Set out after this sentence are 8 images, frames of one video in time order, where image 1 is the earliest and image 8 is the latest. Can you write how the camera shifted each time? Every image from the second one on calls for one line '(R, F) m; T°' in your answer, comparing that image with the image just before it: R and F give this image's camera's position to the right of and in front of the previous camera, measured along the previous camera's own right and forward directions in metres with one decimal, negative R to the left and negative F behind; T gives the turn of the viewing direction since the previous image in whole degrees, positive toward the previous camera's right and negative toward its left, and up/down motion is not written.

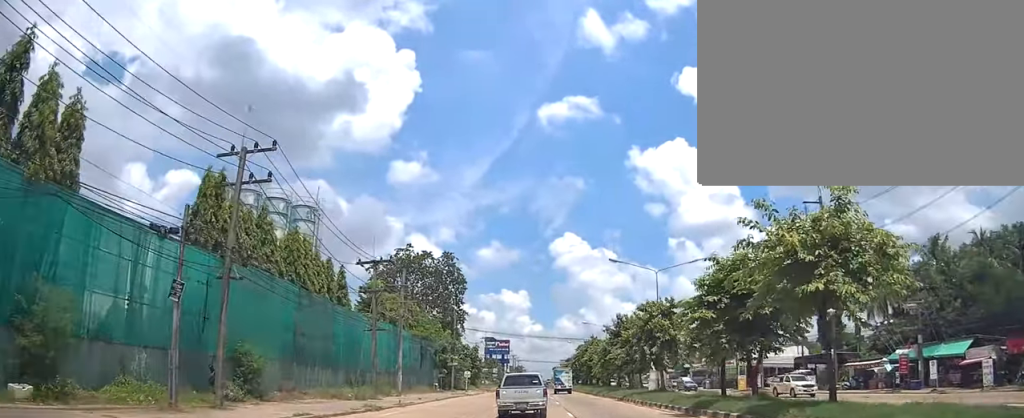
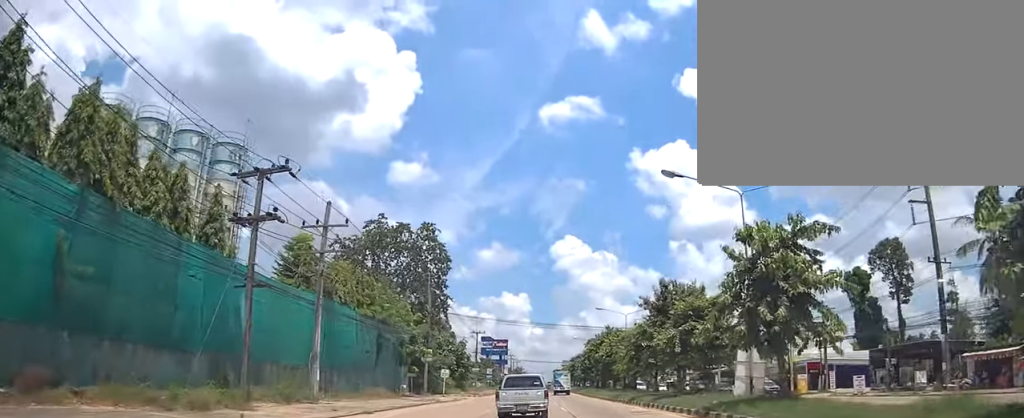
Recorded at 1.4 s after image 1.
(+0.1, +14.4) m; +1°
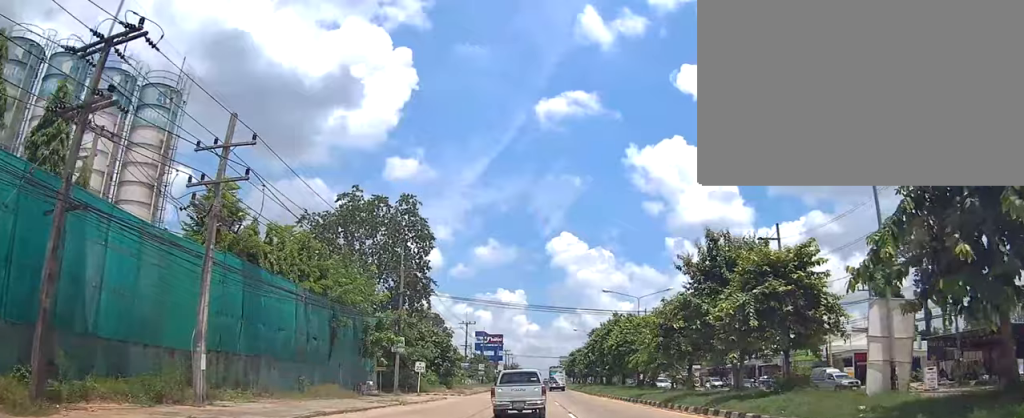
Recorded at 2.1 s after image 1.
(0.0, +9.4) m; 0°
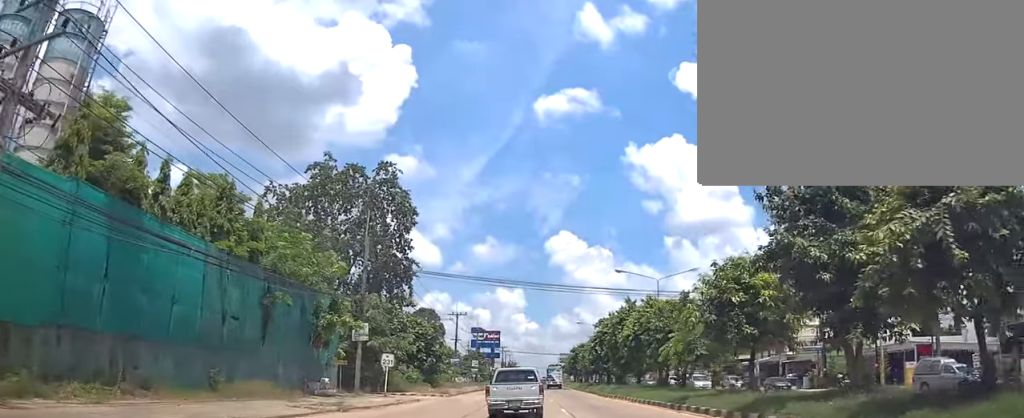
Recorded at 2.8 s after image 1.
(0.0, +9.3) m; 0°
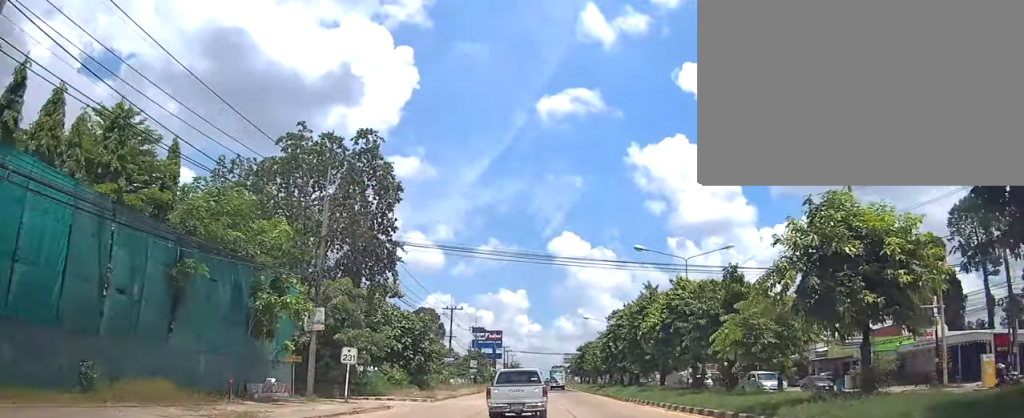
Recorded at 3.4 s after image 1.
(0.0, +8.9) m; 0°
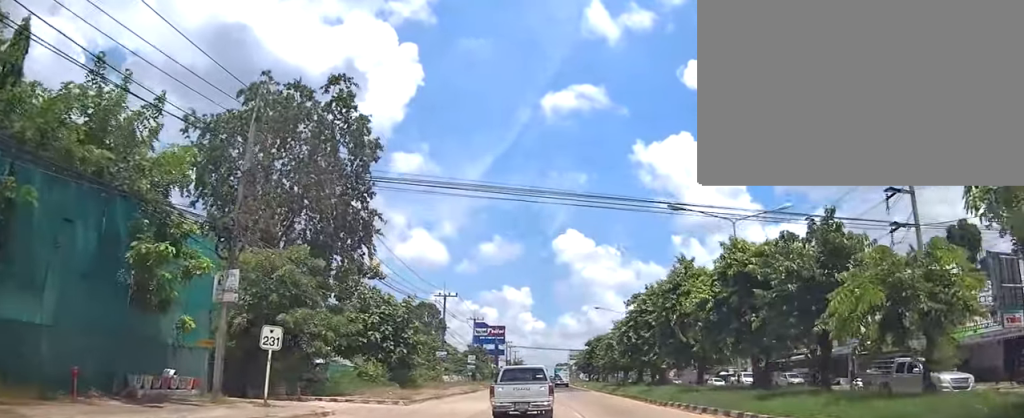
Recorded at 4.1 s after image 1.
(0.0, +9.5) m; 0°
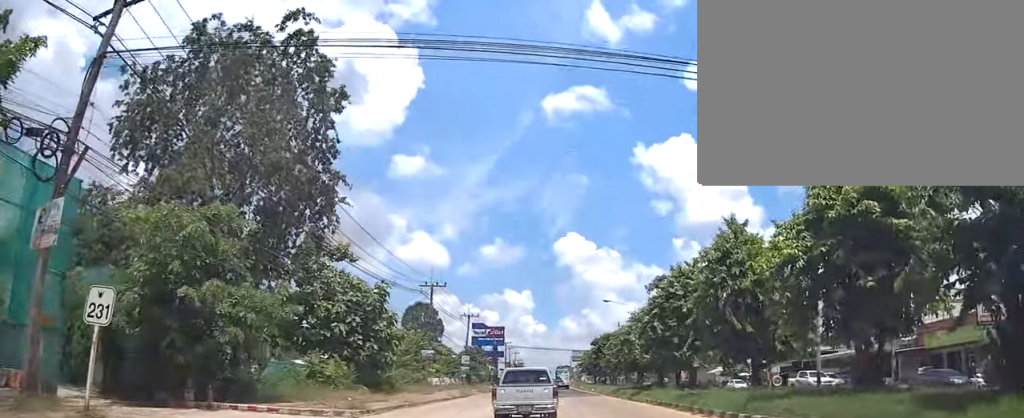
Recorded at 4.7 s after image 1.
(0.0, +9.0) m; 0°
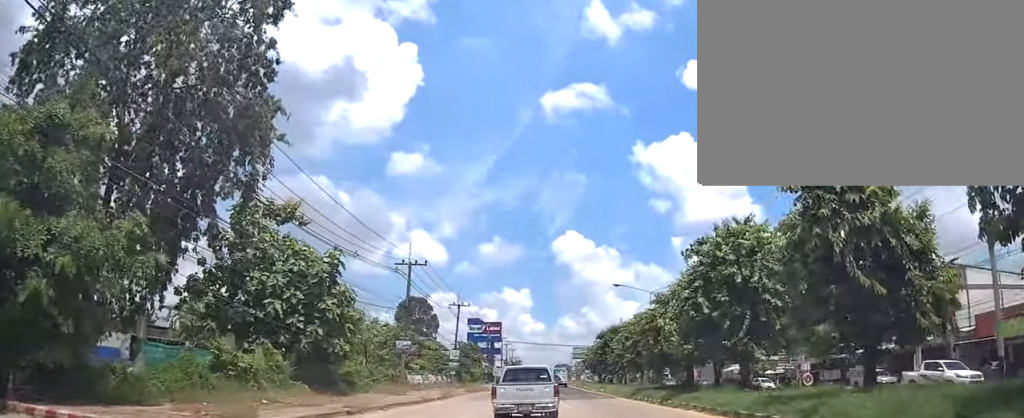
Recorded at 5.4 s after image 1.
(0.0, +9.9) m; 0°
